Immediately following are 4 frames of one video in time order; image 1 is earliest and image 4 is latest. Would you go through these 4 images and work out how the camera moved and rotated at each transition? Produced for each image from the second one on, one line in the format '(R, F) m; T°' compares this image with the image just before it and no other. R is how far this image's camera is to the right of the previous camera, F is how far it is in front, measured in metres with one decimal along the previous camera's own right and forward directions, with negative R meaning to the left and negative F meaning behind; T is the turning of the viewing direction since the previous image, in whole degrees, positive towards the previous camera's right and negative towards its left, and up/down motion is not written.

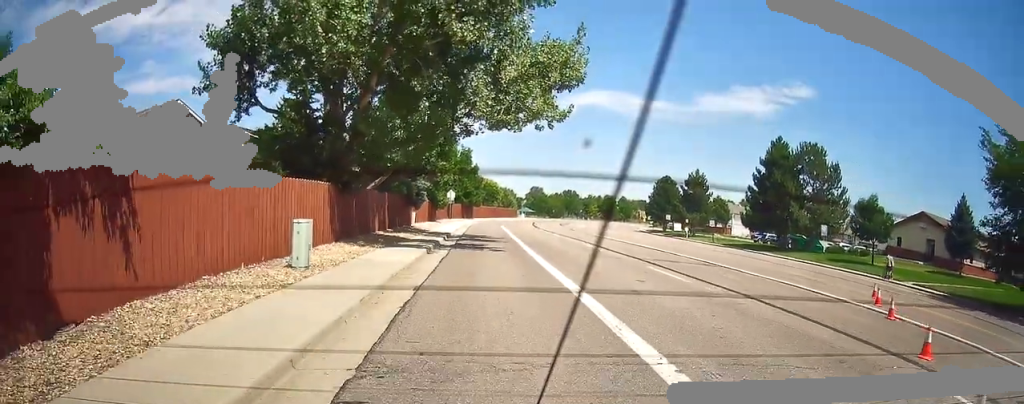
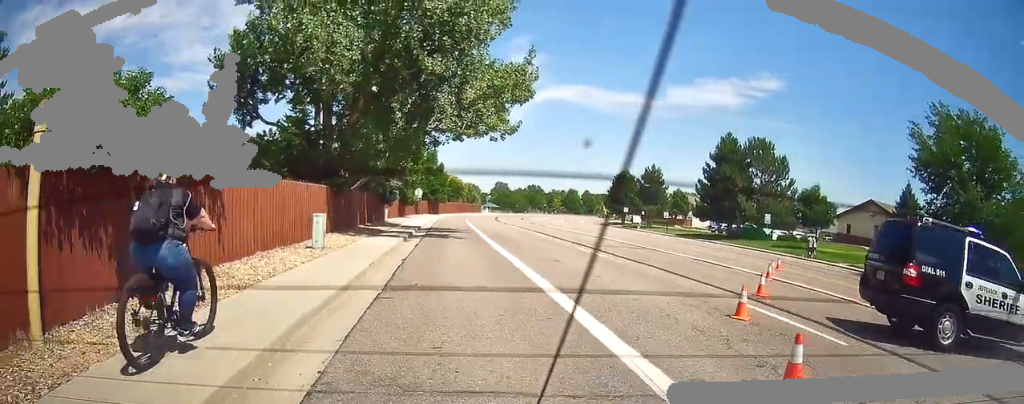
(0.0, +5.2) m; +5°
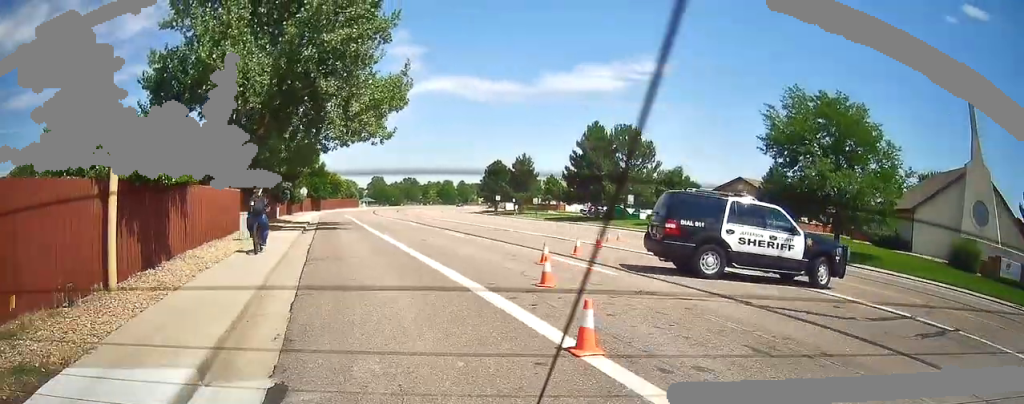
(+0.7, +4.3) m; +17°
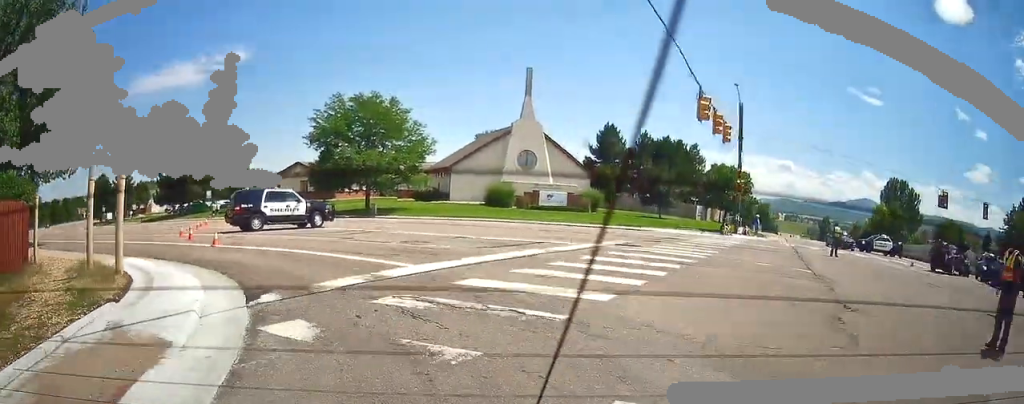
(+4.4, +11.8) m; +33°
